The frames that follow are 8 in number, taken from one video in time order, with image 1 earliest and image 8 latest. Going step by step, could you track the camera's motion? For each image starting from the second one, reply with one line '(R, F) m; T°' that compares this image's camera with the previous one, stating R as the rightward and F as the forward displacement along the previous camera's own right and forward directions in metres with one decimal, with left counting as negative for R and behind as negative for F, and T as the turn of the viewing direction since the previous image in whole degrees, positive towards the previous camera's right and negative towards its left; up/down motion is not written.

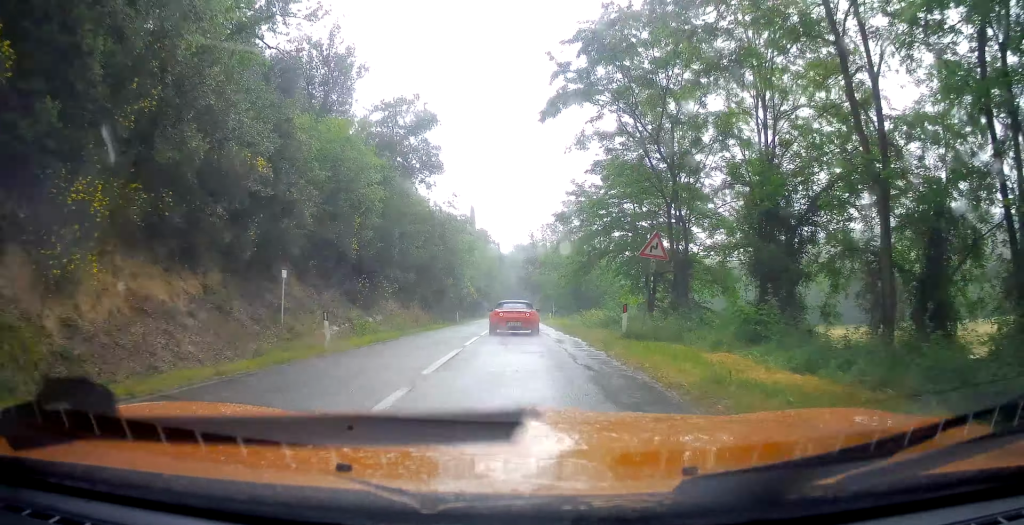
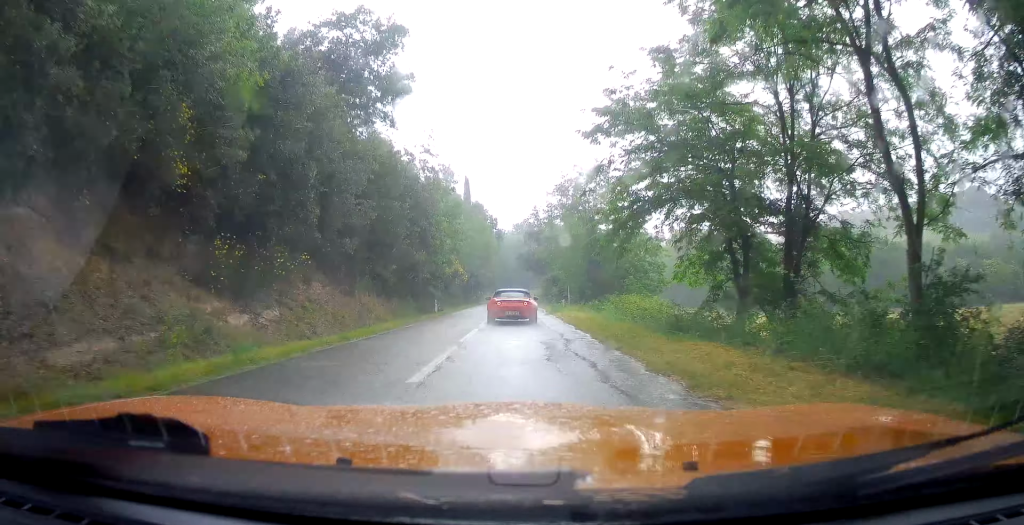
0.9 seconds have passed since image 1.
(+0.6, +12.4) m; +1°
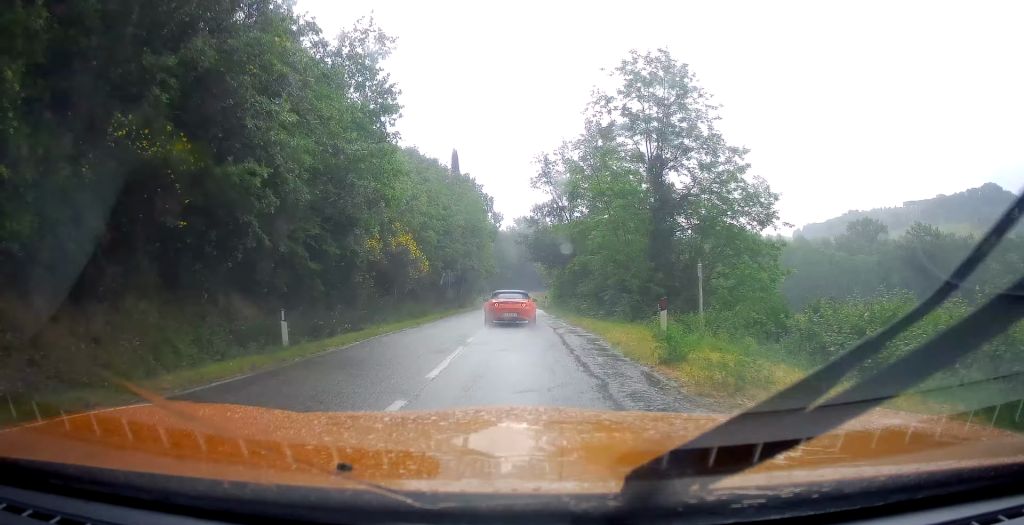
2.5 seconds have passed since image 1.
(-1.5, +23.2) m; -8°
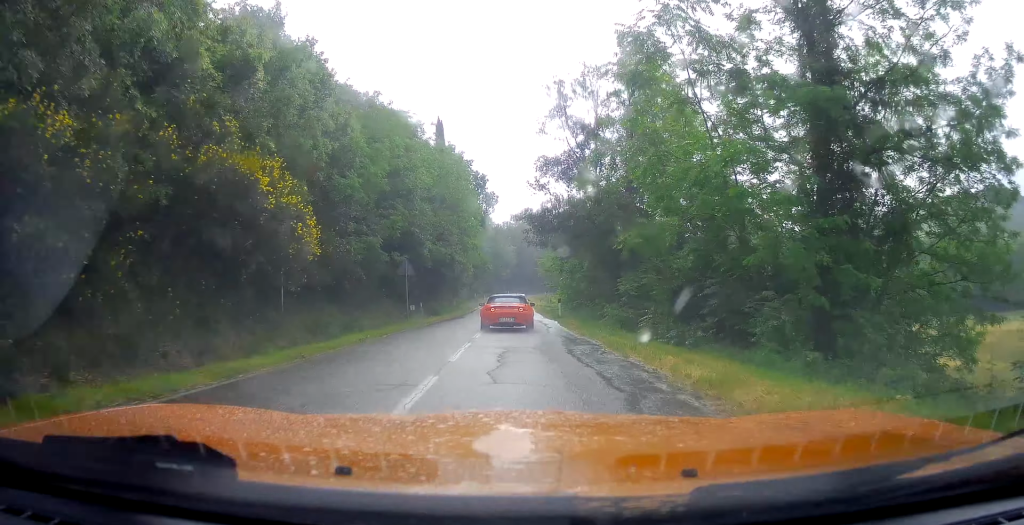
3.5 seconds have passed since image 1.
(-0.2, +16.0) m; 0°
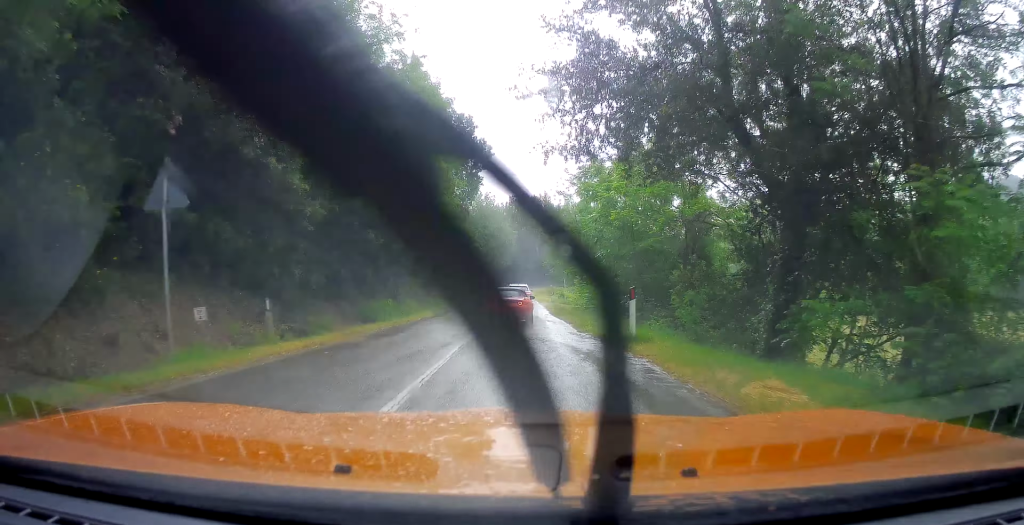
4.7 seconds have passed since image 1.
(+0.4, +18.4) m; +1°
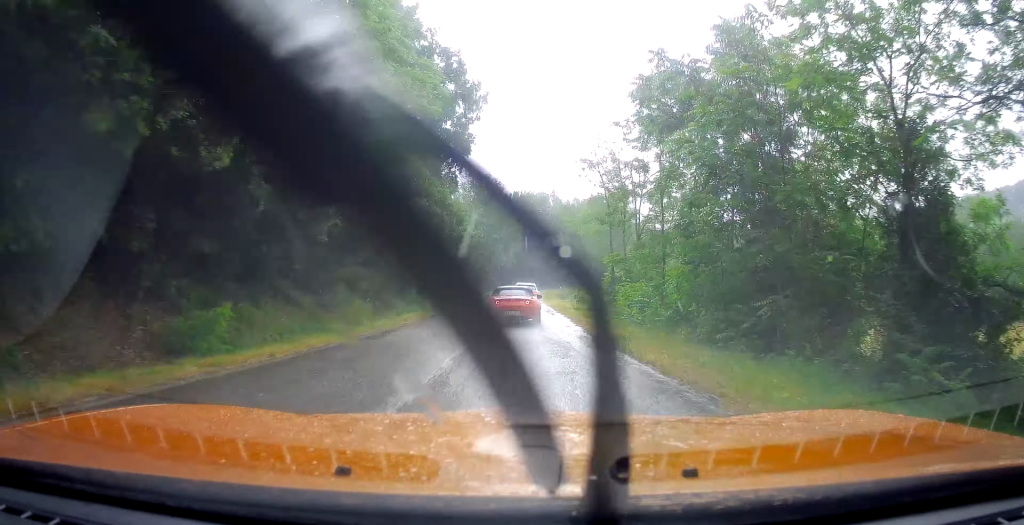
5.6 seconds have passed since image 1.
(0.0, +13.1) m; 0°
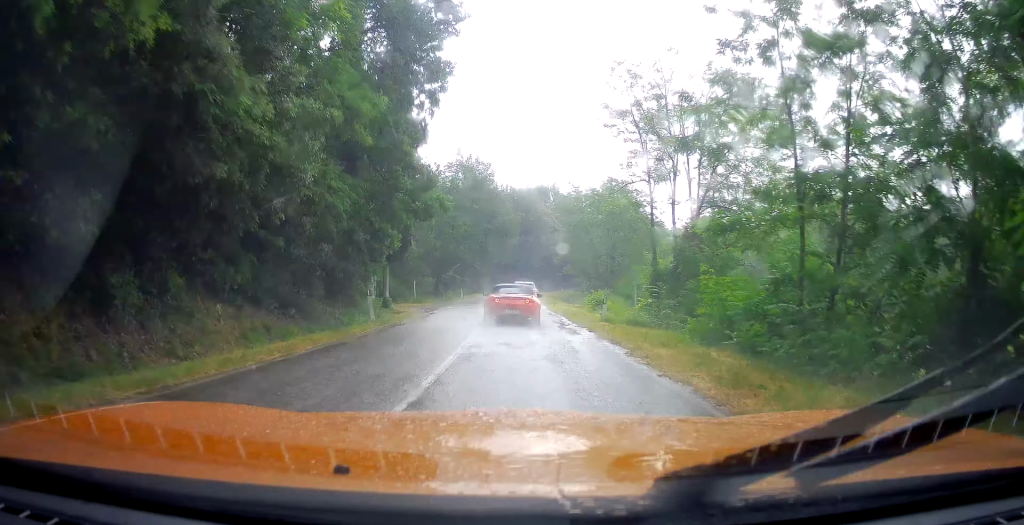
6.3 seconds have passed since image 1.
(0.0, +11.0) m; 0°
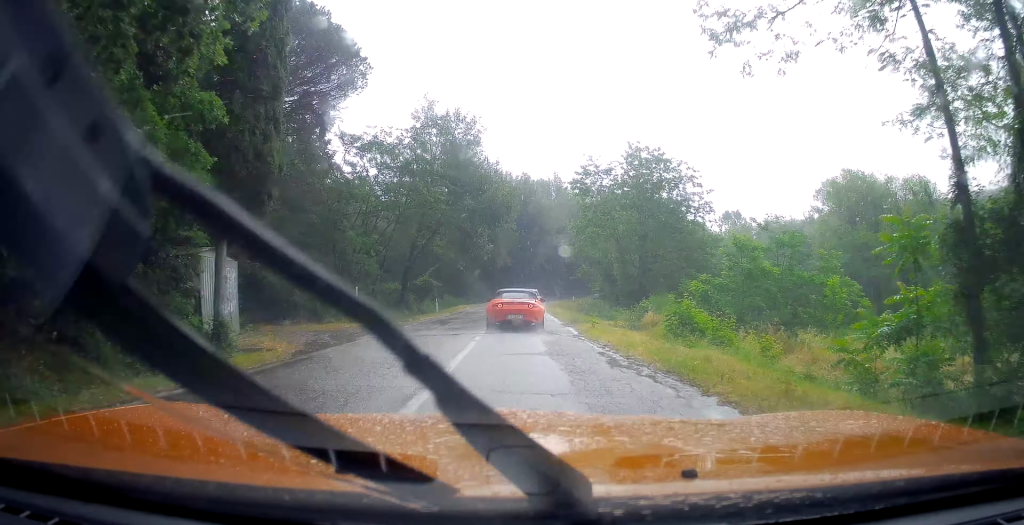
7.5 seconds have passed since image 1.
(+0.2, +16.4) m; +1°
